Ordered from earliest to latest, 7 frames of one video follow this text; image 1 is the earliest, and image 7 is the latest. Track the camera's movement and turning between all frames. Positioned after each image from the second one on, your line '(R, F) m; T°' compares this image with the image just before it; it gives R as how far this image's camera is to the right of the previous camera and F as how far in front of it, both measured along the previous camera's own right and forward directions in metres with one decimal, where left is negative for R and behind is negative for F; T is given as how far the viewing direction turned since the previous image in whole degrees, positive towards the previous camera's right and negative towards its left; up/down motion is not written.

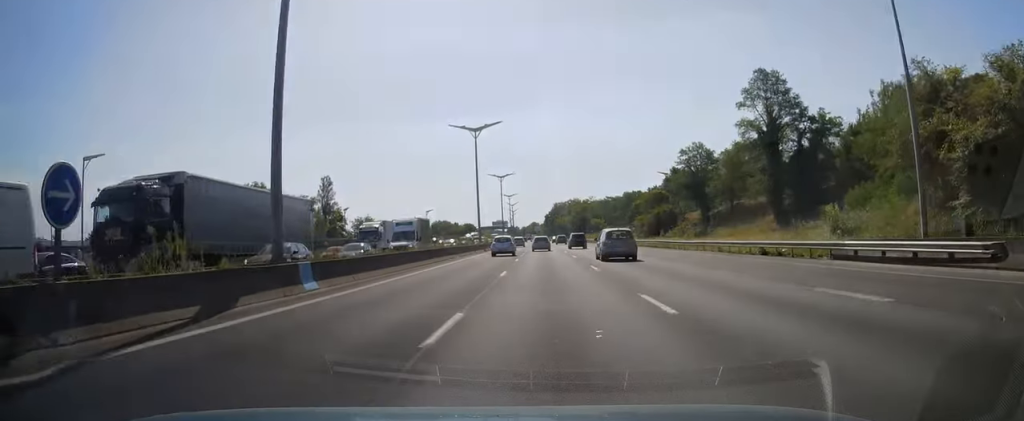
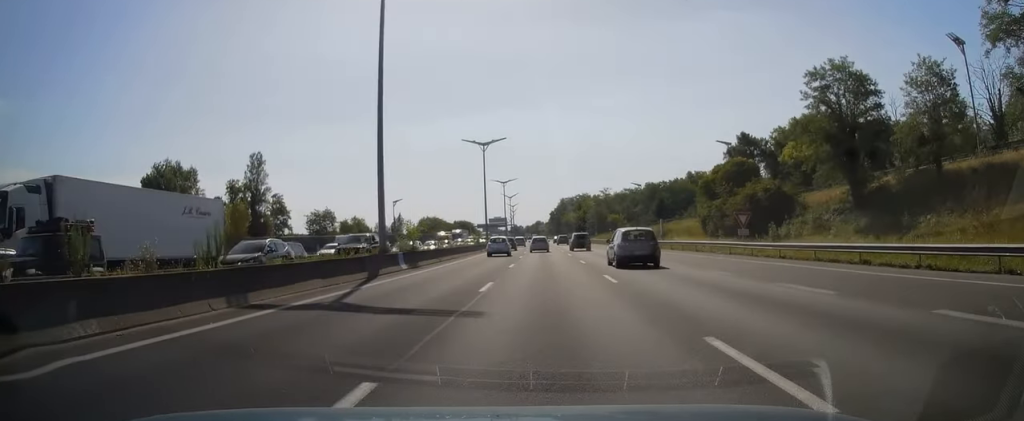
(-0.2, +43.9) m; -1°
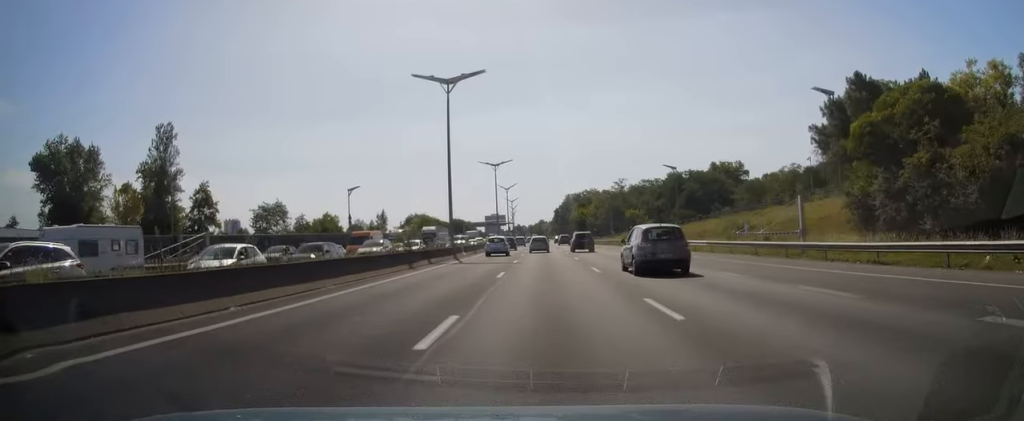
(-0.4, +33.6) m; -1°
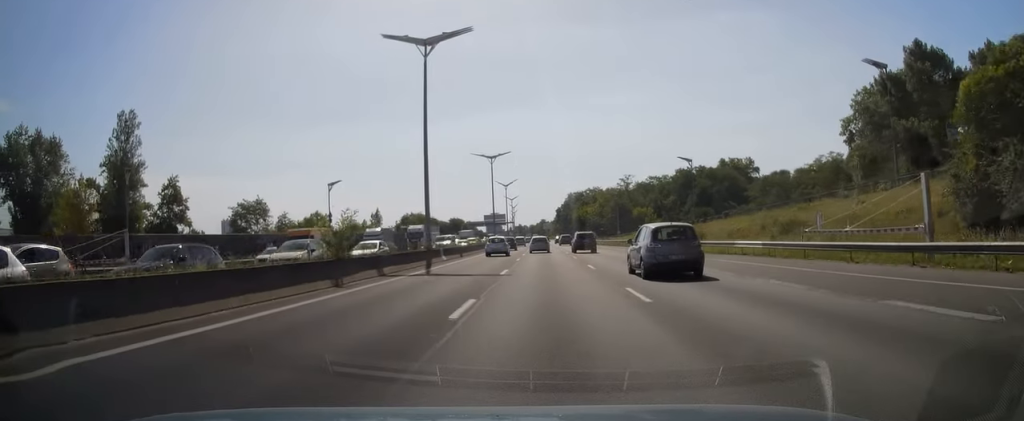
(-0.1, +10.3) m; 0°
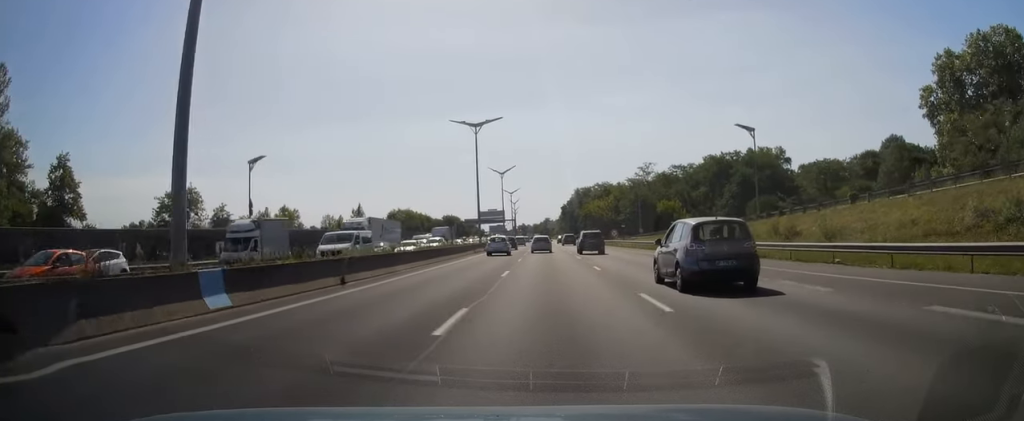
(+0.1, +27.3) m; 0°
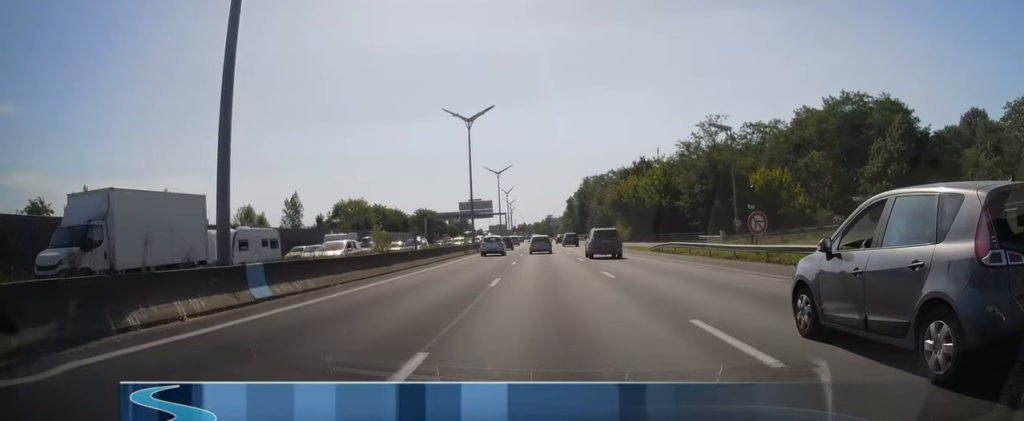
(0.0, +55.9) m; 0°
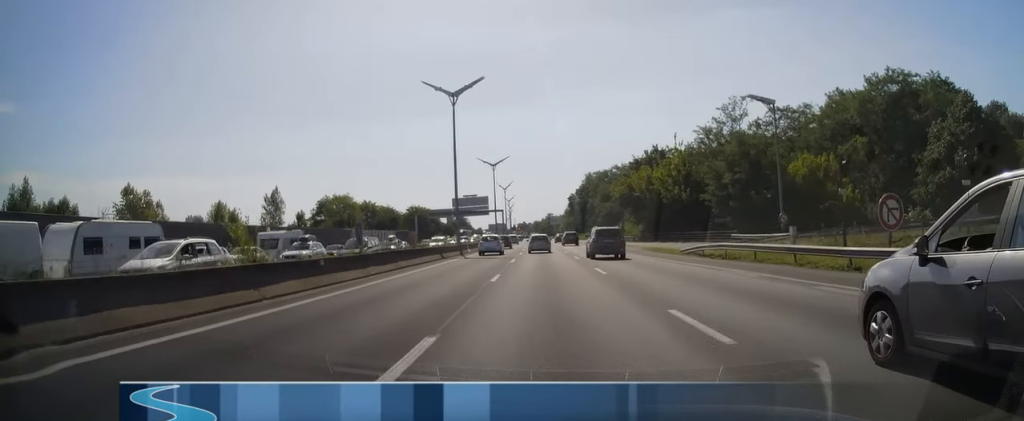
(0.0, +11.6) m; 0°
